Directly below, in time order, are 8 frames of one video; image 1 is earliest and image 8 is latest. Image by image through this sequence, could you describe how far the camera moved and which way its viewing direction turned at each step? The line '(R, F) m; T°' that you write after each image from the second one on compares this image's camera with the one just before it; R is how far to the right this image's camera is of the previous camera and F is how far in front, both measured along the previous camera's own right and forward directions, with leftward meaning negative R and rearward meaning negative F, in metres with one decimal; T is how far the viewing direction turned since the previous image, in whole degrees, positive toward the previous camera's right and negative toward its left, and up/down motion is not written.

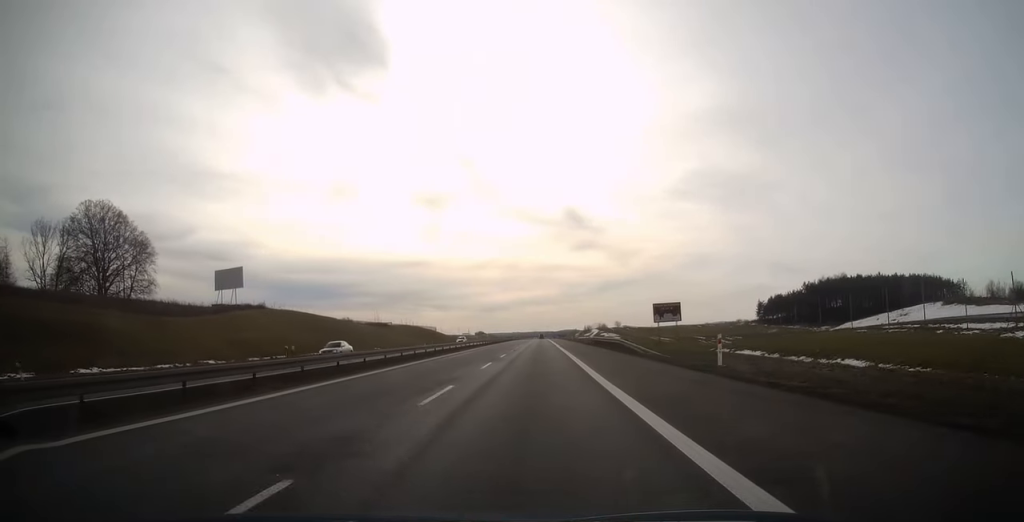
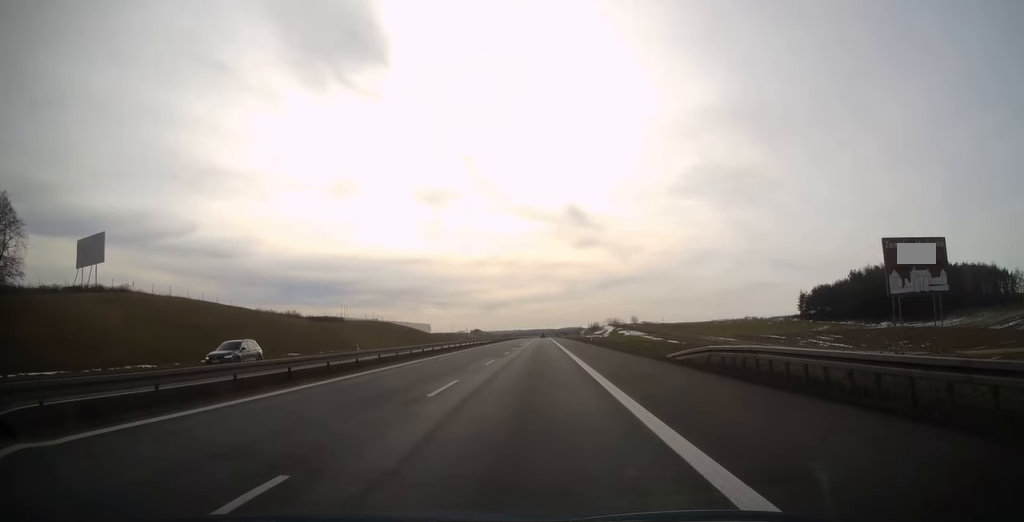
(0.0, +45.1) m; 0°
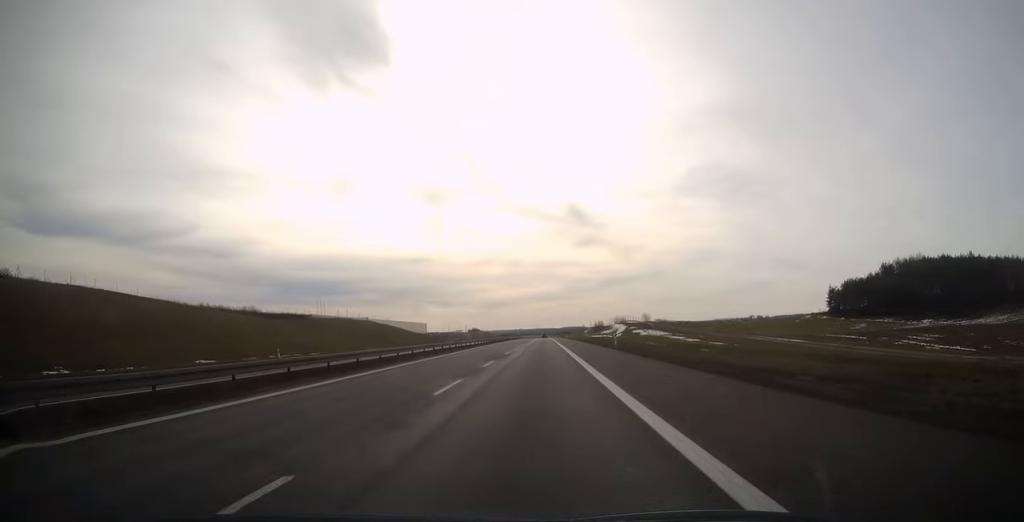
(0.0, +24.1) m; 0°
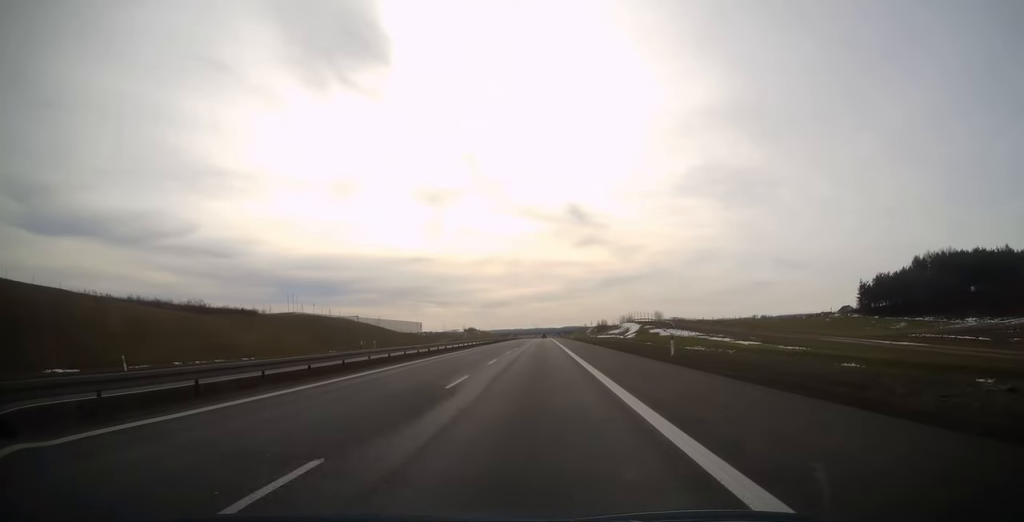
(0.0, +22.0) m; 0°
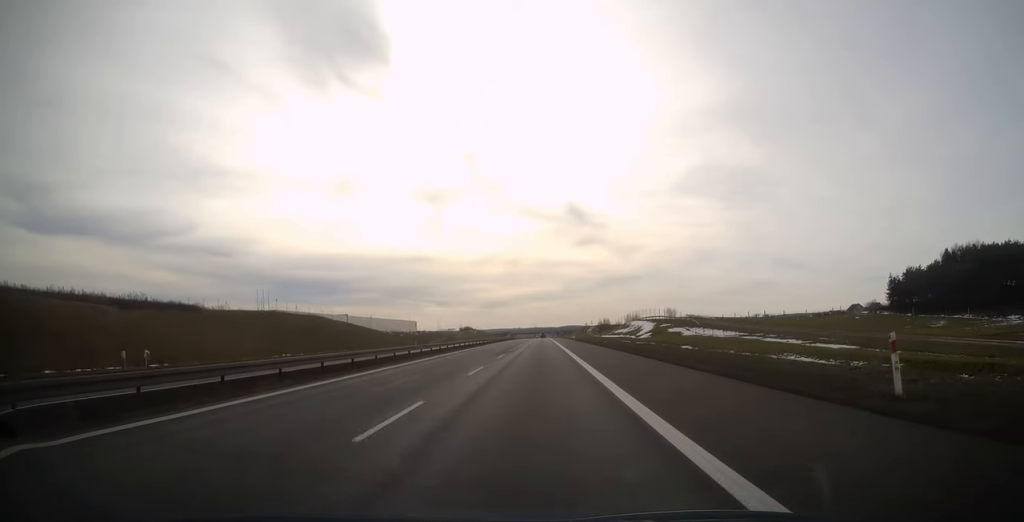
(0.0, +18.5) m; 0°
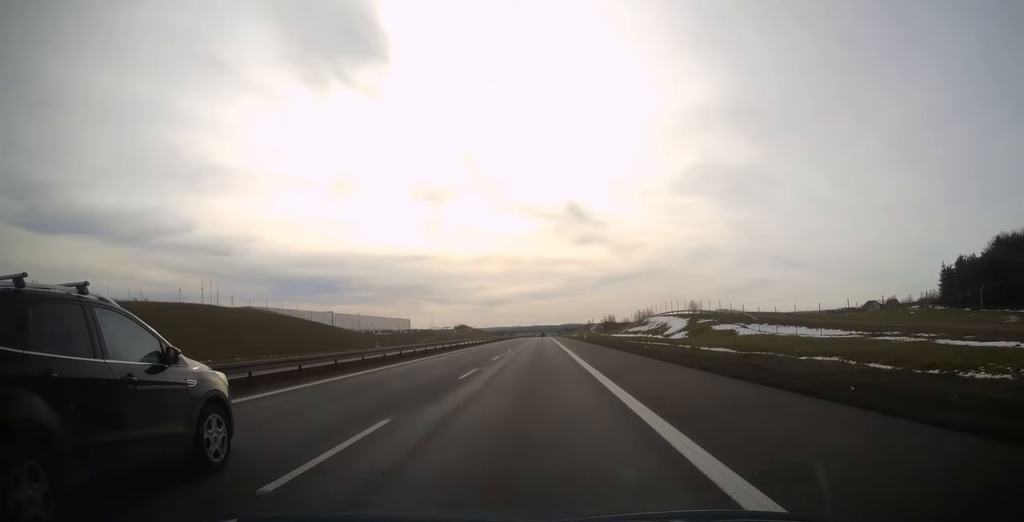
(+0.1, +26.2) m; 0°
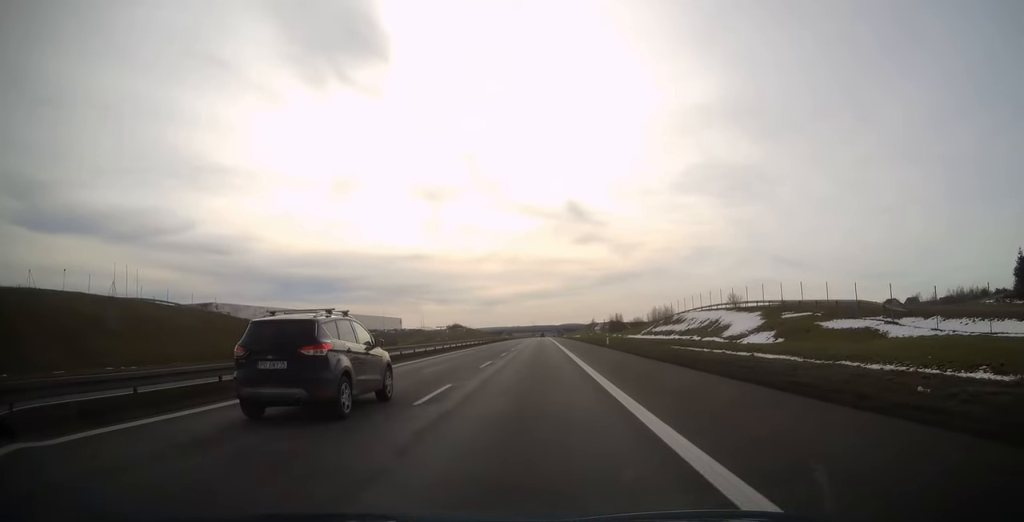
(0.0, +29.8) m; 0°
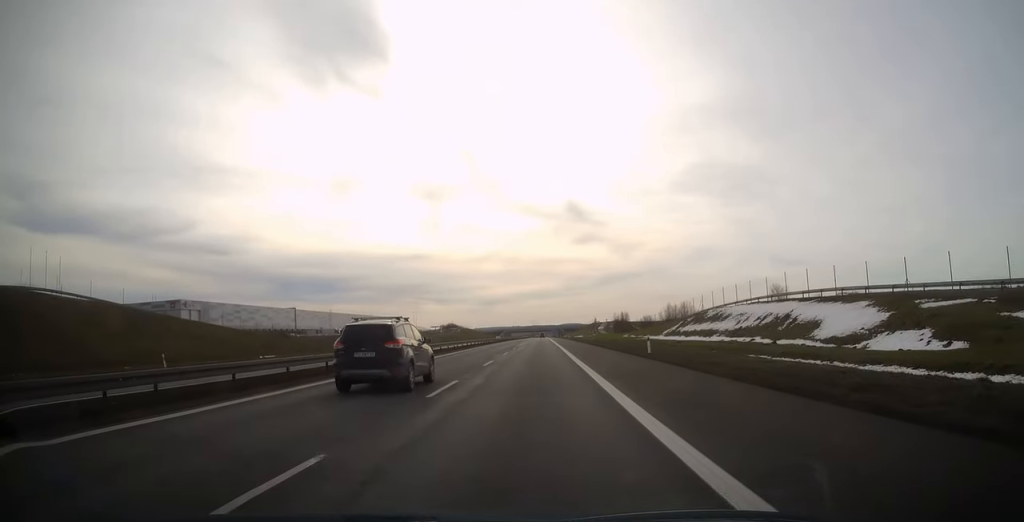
(0.0, +21.0) m; 0°
